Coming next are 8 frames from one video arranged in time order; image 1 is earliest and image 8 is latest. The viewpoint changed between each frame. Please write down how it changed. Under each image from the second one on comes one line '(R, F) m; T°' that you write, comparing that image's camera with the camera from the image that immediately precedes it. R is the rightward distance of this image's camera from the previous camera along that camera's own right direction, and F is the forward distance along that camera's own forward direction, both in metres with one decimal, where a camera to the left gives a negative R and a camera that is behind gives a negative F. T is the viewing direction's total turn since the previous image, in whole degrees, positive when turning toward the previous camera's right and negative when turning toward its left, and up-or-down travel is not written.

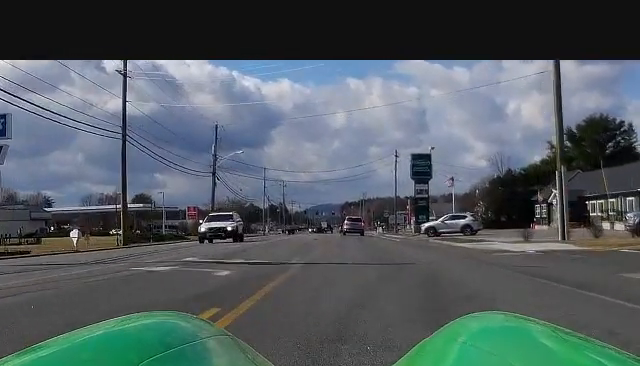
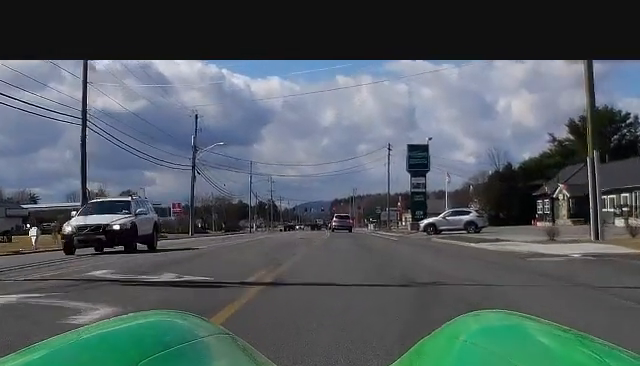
(0.0, +6.2) m; 0°
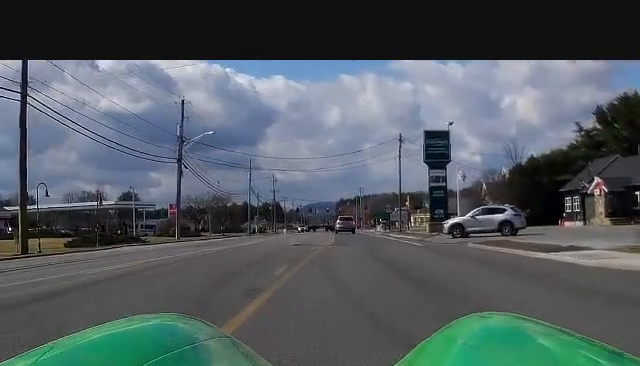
(-0.1, +10.8) m; -1°
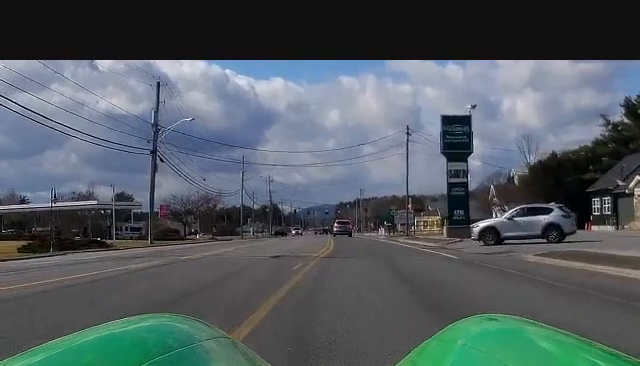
(0.0, +10.4) m; +2°
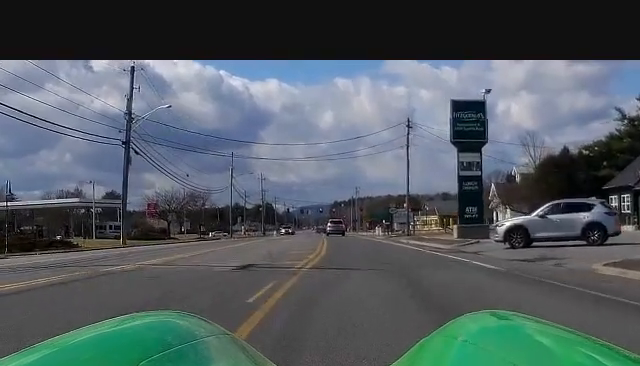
(+0.4, +6.6) m; +1°
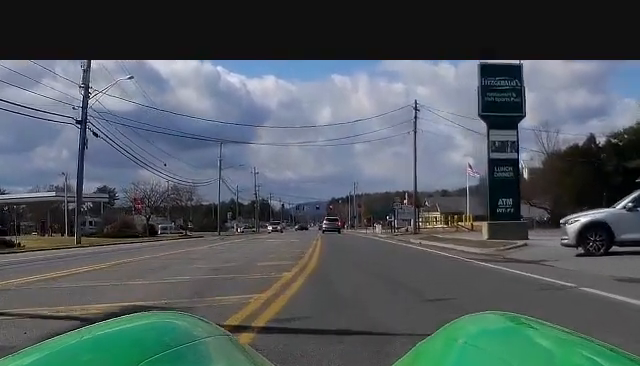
(-0.3, +9.4) m; -1°
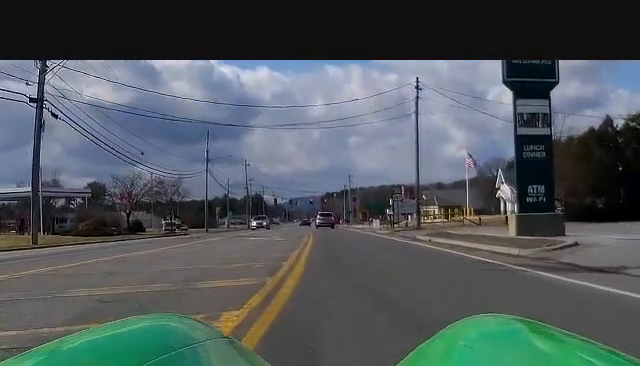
(+0.1, +6.2) m; +1°
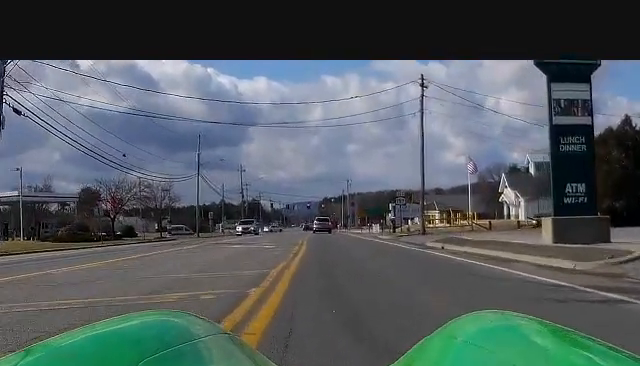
(0.0, +4.9) m; 0°
